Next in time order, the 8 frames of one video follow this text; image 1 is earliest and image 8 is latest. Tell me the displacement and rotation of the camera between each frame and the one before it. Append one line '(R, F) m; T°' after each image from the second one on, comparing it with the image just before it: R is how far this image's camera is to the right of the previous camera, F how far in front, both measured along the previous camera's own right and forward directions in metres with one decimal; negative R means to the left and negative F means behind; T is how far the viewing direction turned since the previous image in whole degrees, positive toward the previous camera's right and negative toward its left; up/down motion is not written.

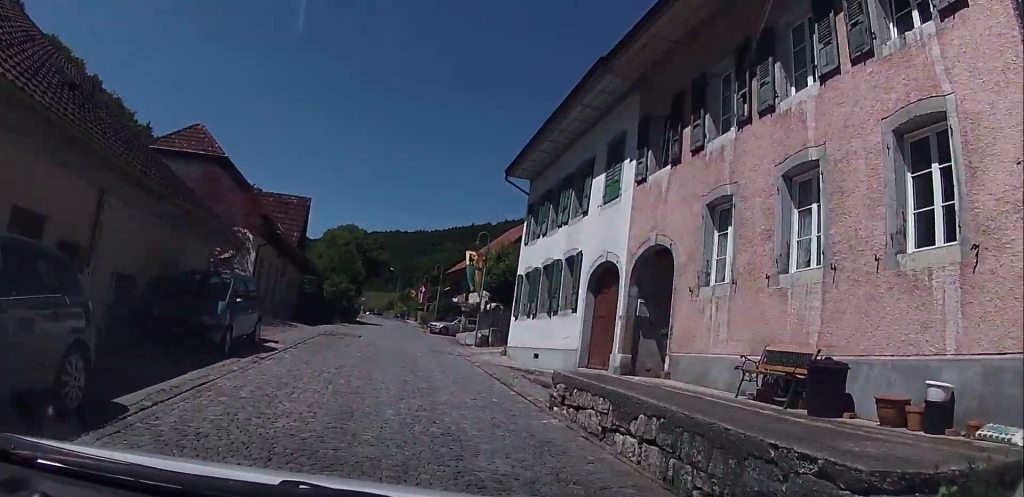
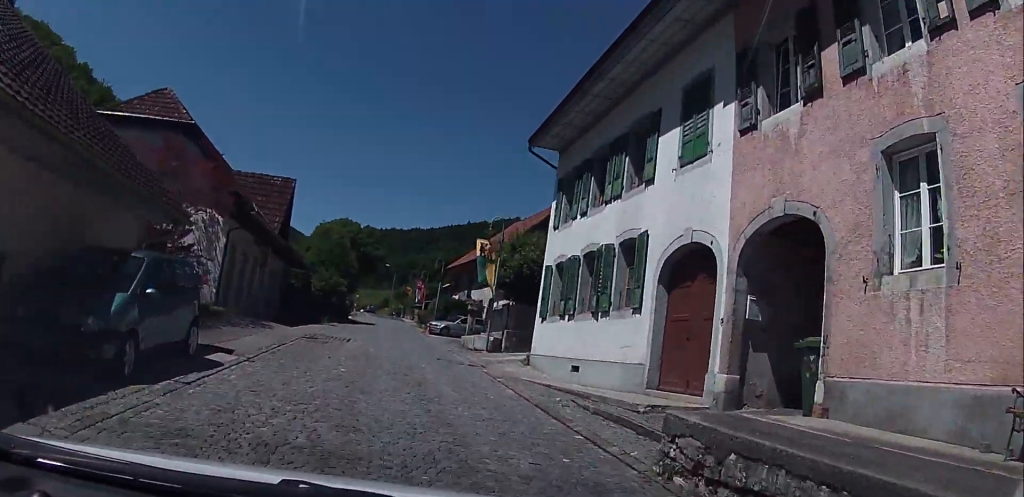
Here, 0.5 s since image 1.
(-0.1, +4.6) m; -1°
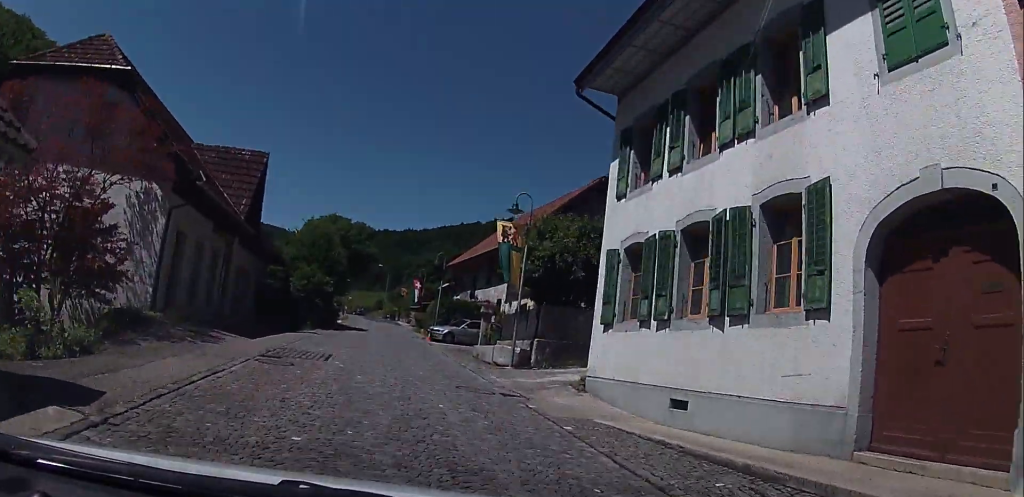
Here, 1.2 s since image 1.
(-0.3, +5.7) m; 0°
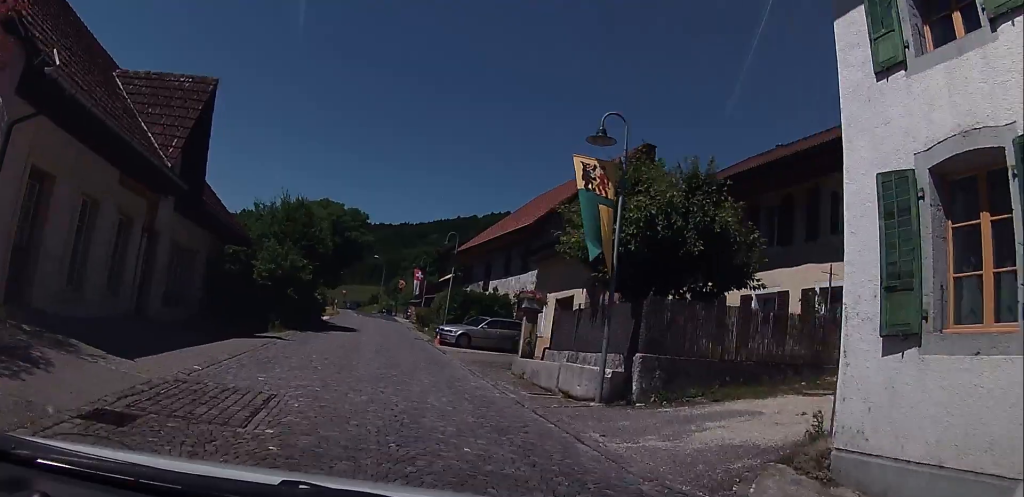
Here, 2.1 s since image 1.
(+0.4, +7.8) m; +3°
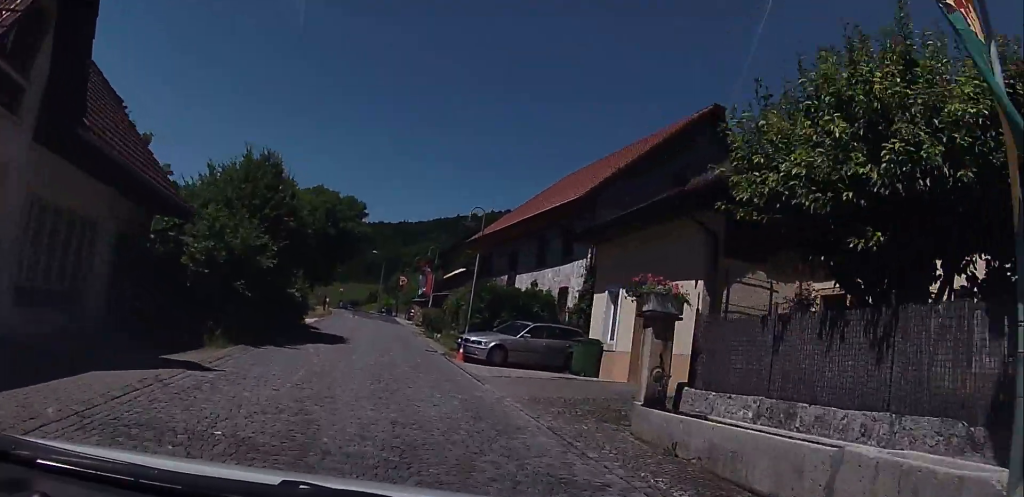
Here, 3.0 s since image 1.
(+0.1, +7.9) m; 0°
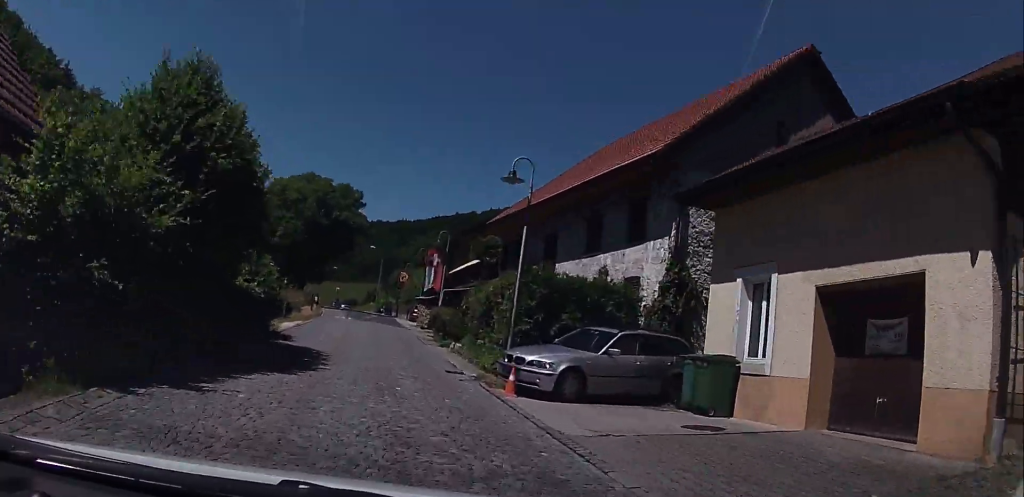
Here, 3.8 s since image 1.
(0.0, +7.5) m; -2°
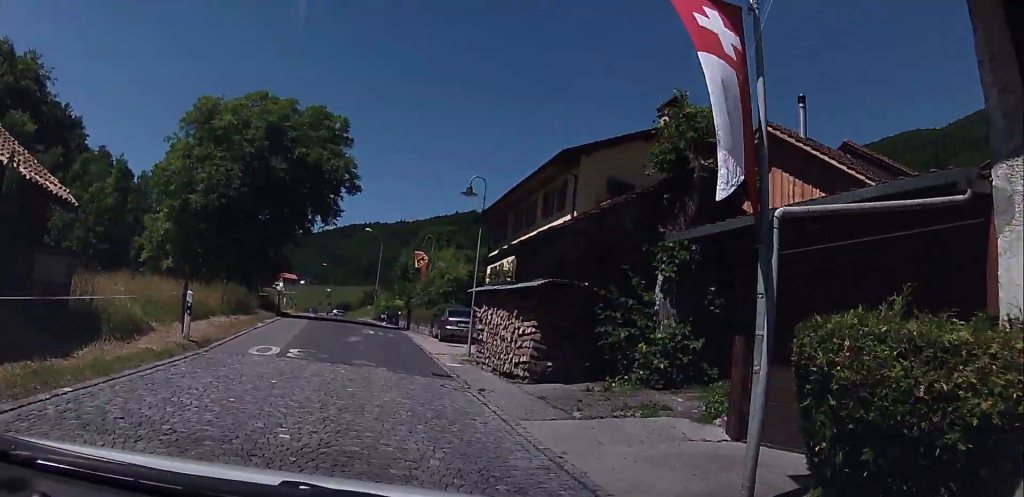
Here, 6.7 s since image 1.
(+0.2, +26.4) m; +1°
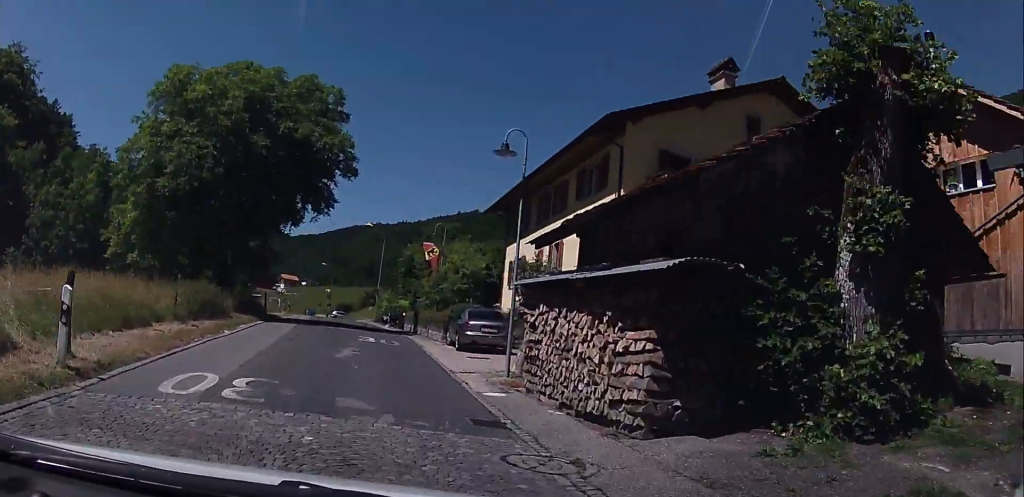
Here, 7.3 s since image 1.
(+0.1, +5.6) m; -2°
